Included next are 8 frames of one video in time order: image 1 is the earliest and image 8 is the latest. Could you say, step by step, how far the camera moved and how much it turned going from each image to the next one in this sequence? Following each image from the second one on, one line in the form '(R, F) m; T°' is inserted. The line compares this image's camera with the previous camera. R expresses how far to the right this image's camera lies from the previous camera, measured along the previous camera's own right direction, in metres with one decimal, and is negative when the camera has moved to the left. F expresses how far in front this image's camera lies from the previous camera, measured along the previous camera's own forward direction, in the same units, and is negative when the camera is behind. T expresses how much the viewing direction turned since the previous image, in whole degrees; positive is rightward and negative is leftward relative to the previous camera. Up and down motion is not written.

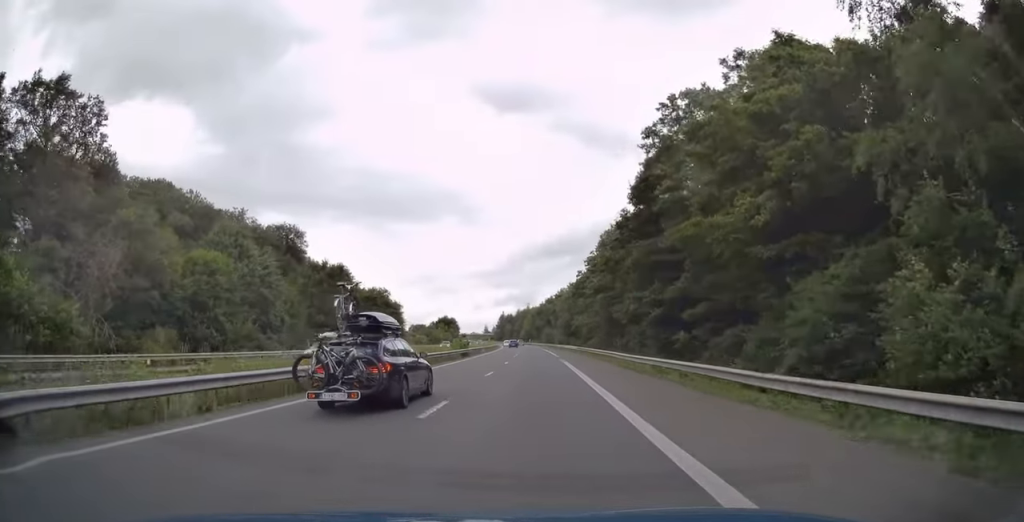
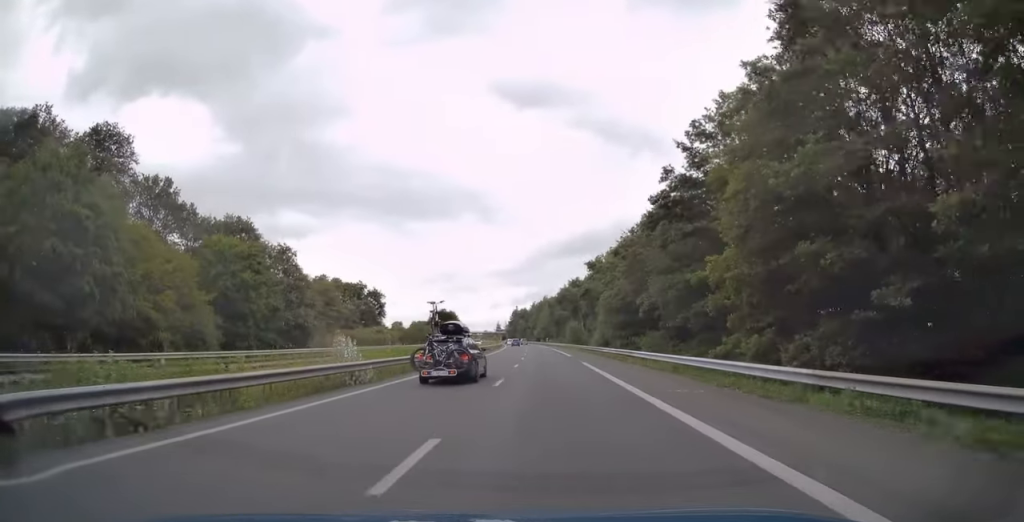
(-0.8, +57.0) m; -2°
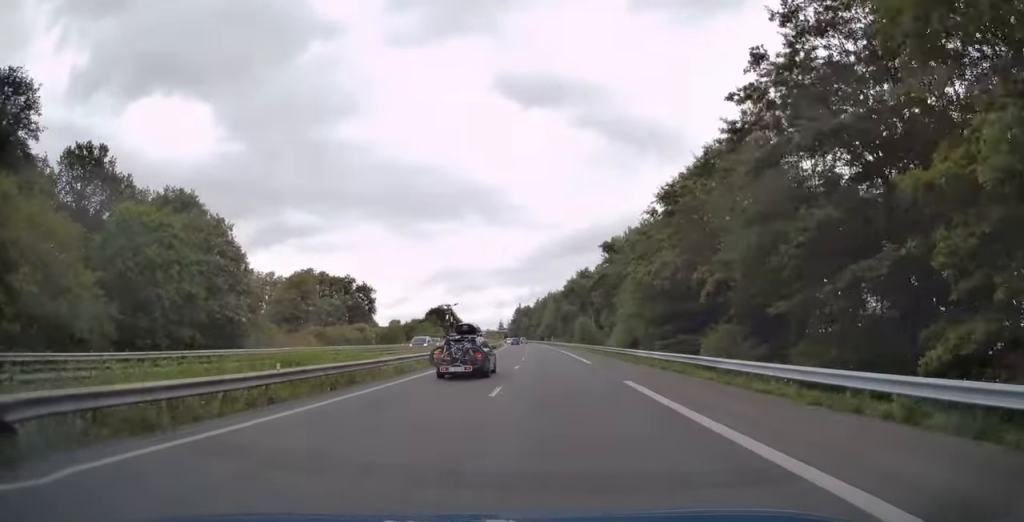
(-0.1, +16.6) m; 0°
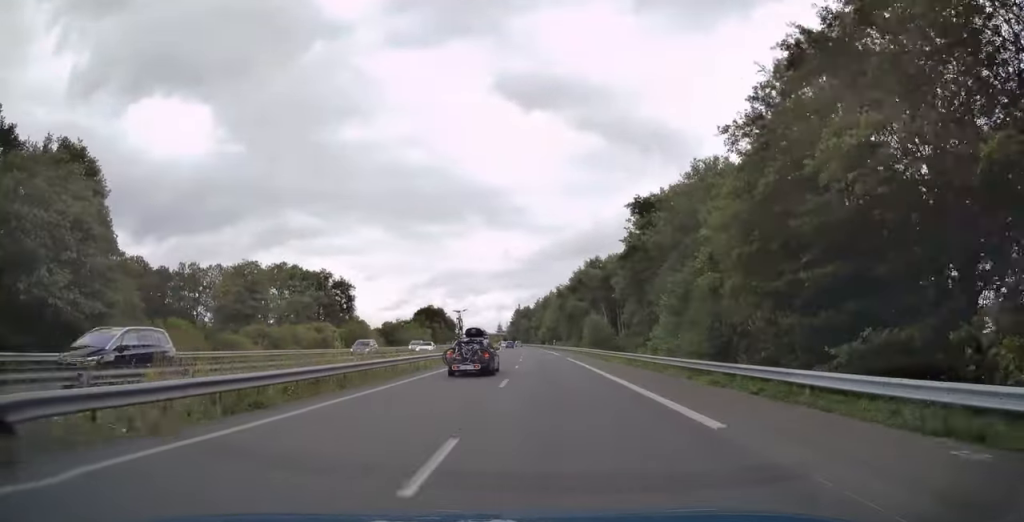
(-0.1, +22.0) m; -1°
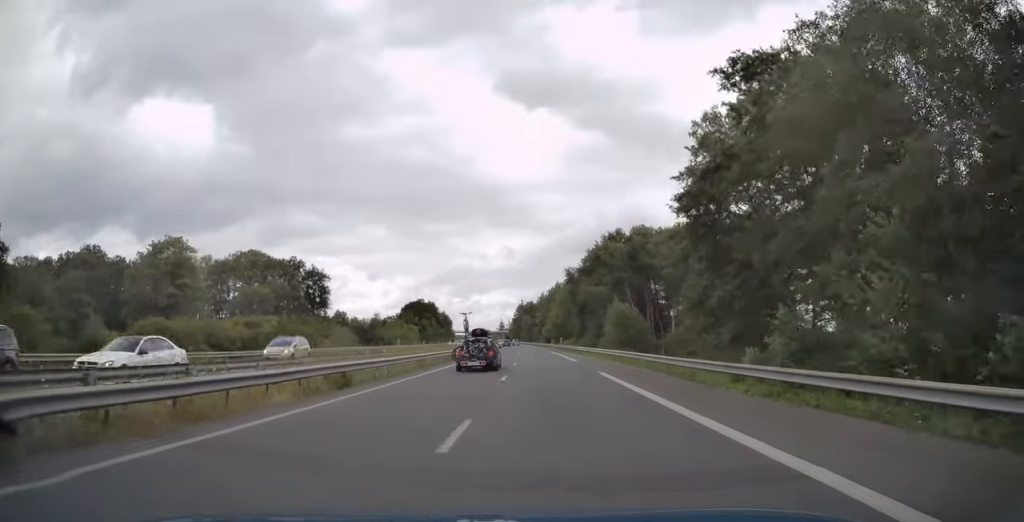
(-0.1, +23.6) m; -1°
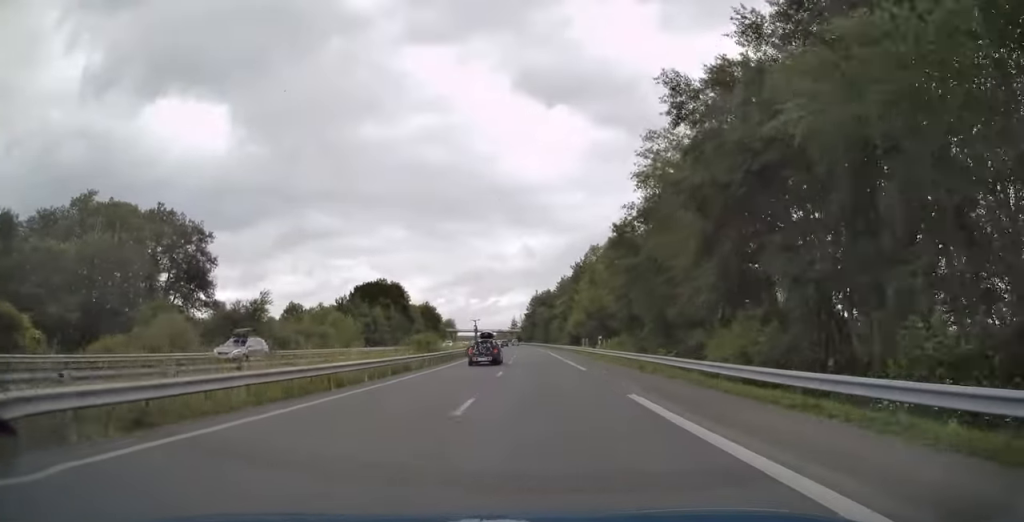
(-0.8, +60.9) m; -2°
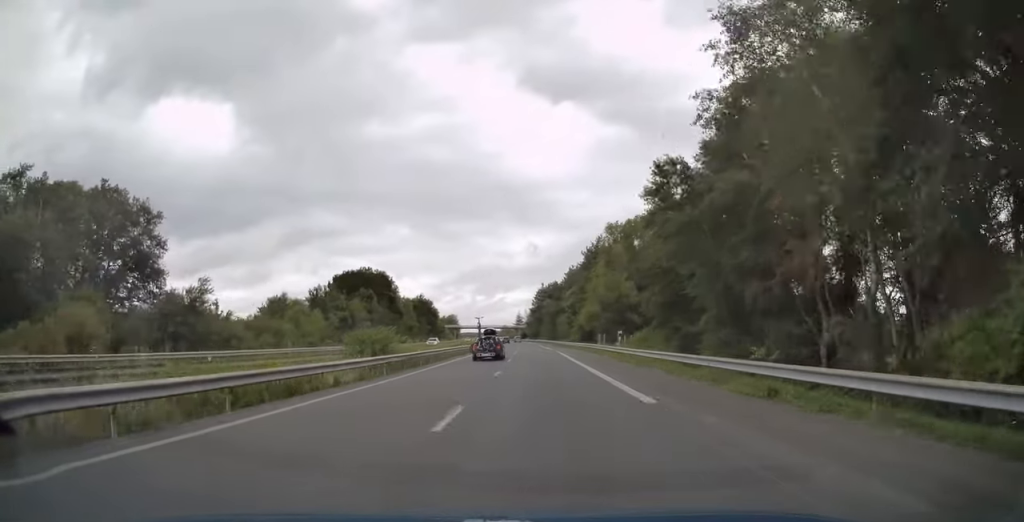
(-0.2, +15.1) m; 0°
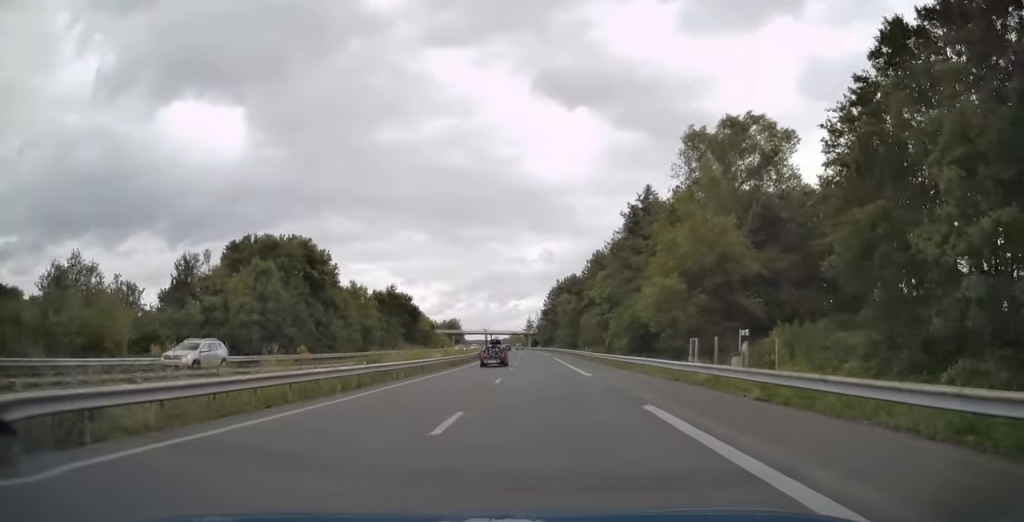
(-0.3, +38.8) m; -1°
